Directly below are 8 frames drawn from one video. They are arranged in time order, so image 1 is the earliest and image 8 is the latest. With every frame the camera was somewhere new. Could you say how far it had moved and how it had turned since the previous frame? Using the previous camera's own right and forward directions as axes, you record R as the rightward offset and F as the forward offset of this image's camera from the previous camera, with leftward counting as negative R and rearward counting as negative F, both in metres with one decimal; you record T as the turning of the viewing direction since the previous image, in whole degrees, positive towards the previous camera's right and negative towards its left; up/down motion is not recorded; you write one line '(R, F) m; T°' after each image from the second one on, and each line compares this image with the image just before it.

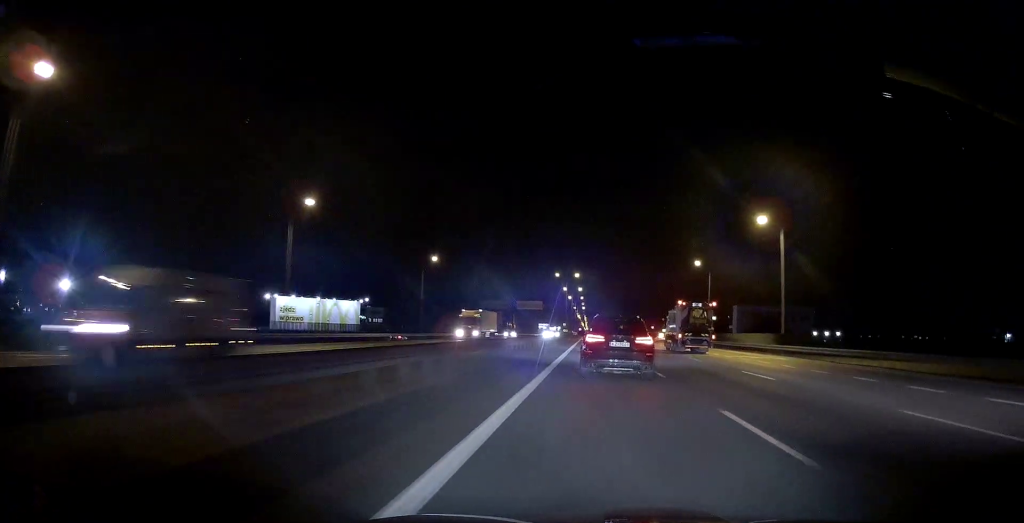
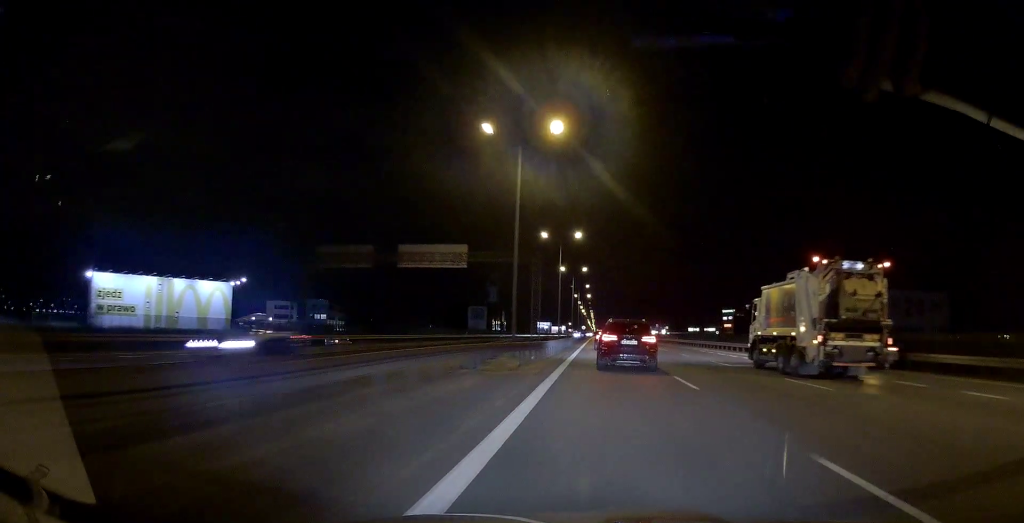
(-0.5, +77.9) m; 0°
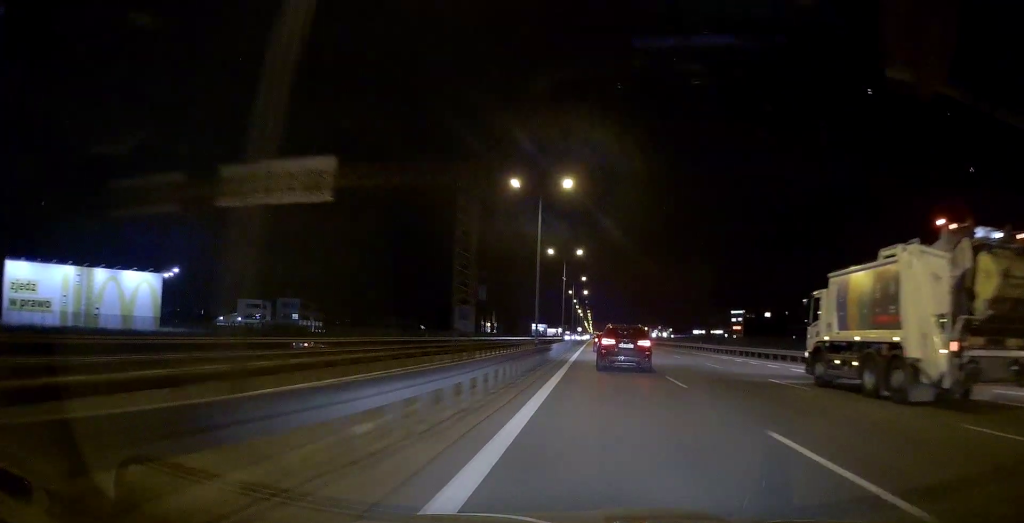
(0.0, +21.4) m; 0°
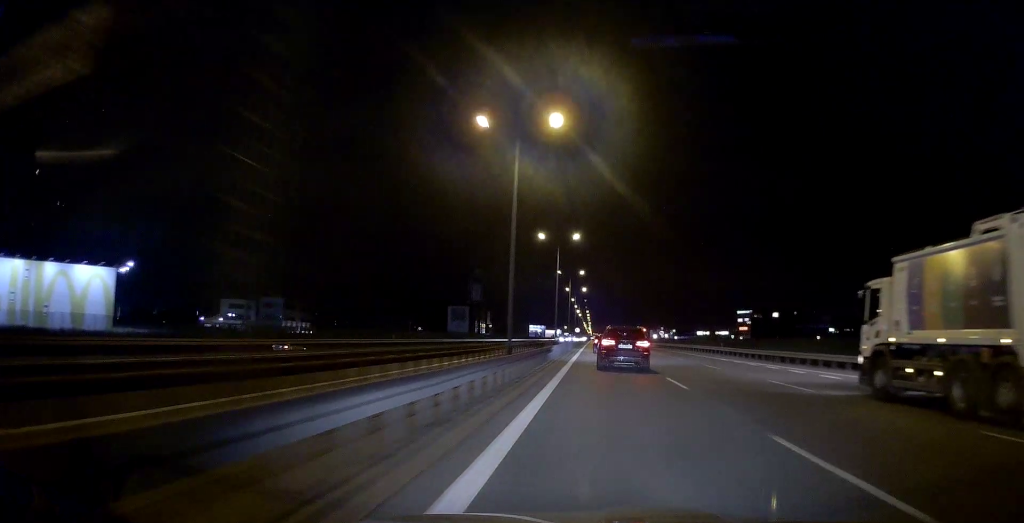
(0.0, +11.3) m; 0°
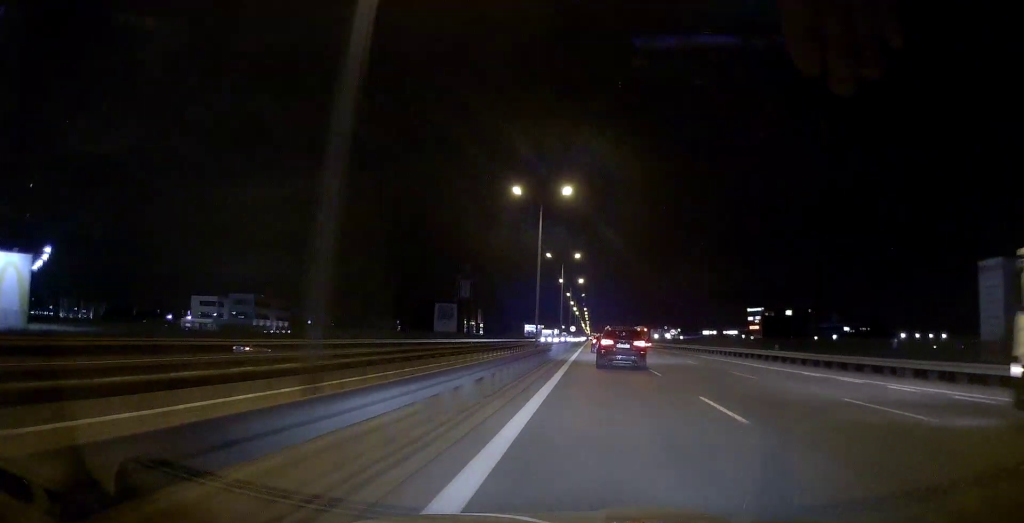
(+0.1, +16.5) m; 0°
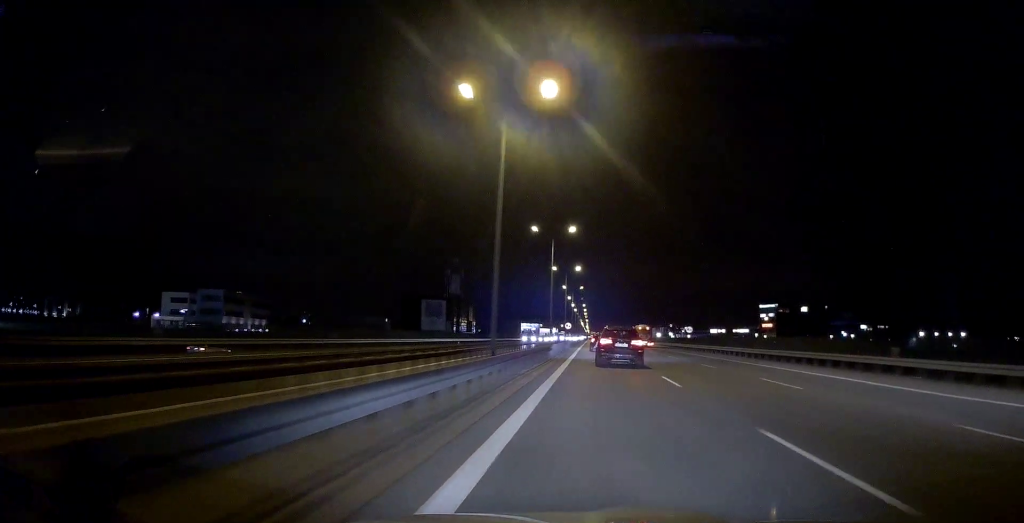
(-0.1, +14.2) m; 0°
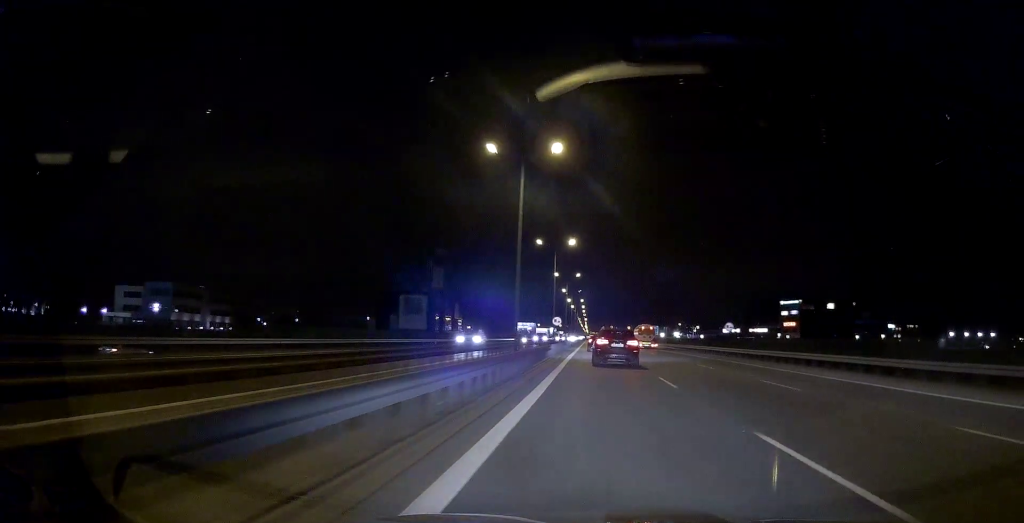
(-0.1, +18.9) m; 0°
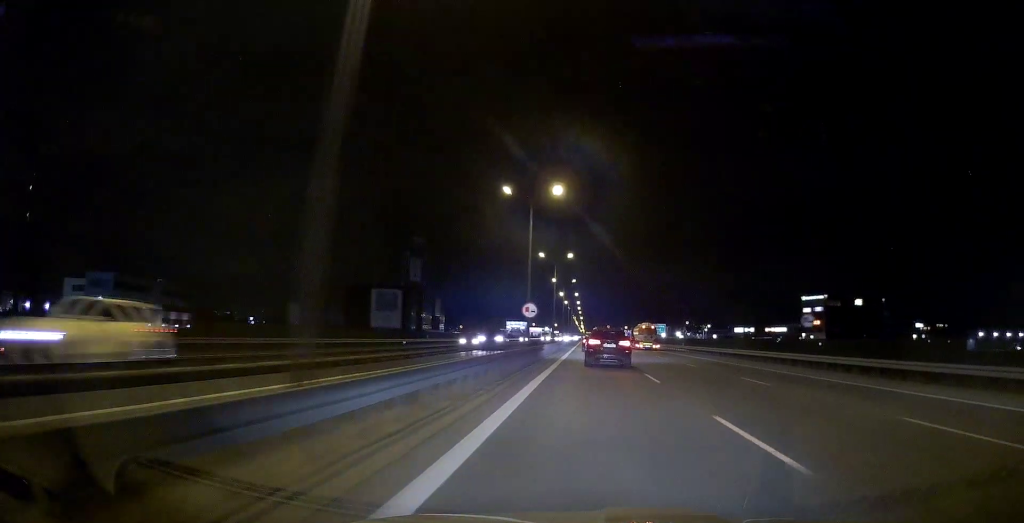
(0.0, +17.0) m; 0°
